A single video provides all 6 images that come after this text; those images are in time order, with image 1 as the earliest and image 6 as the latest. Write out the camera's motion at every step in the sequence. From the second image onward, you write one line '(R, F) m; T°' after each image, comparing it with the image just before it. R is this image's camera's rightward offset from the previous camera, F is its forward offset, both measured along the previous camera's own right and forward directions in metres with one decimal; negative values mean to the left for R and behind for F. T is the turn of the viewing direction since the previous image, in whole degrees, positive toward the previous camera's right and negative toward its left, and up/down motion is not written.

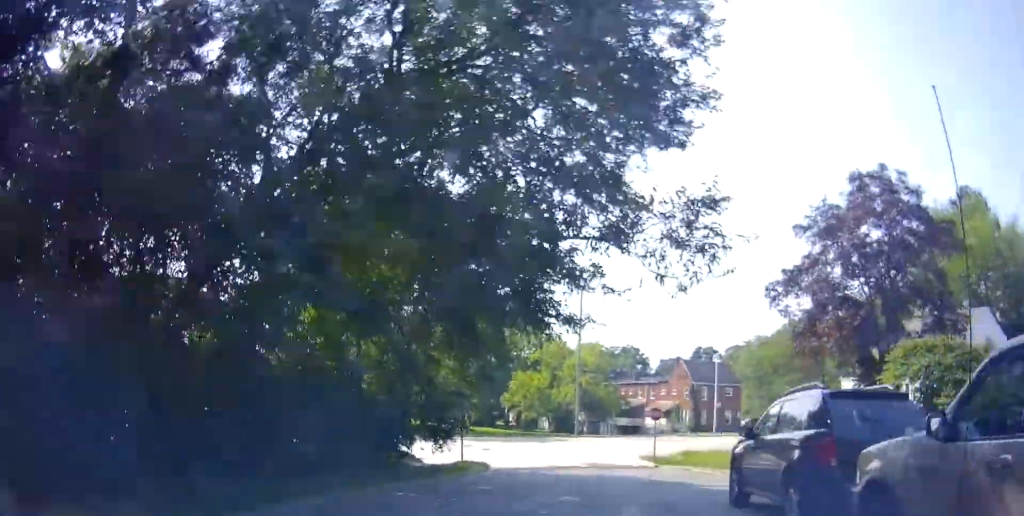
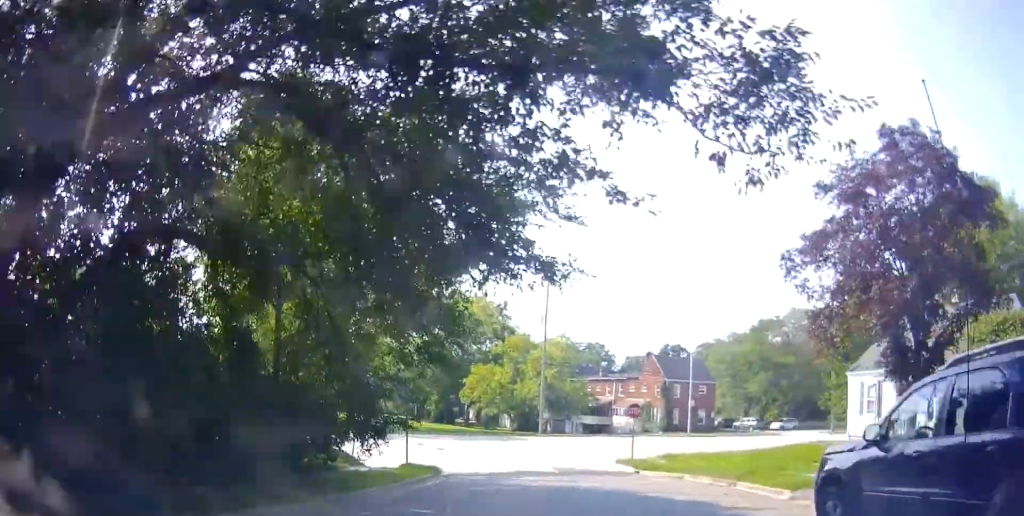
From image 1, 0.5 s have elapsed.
(+0.1, +4.6) m; +2°
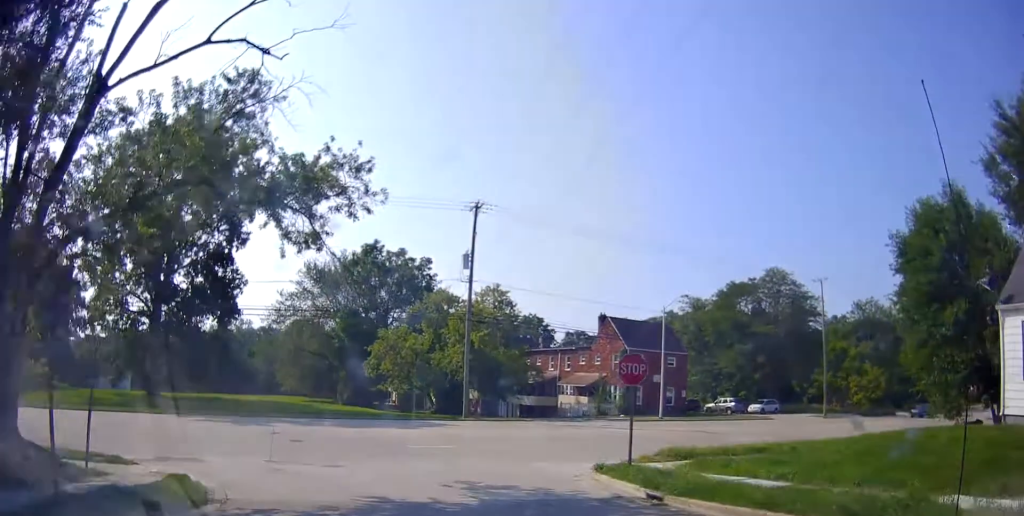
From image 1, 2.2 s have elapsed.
(+1.5, +15.3) m; +8°
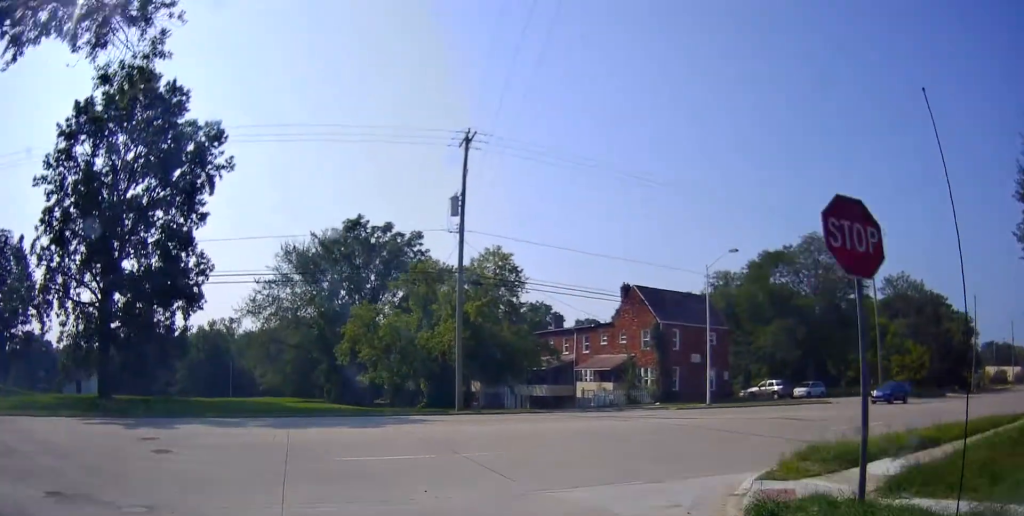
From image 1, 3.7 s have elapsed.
(-0.5, +10.8) m; +1°
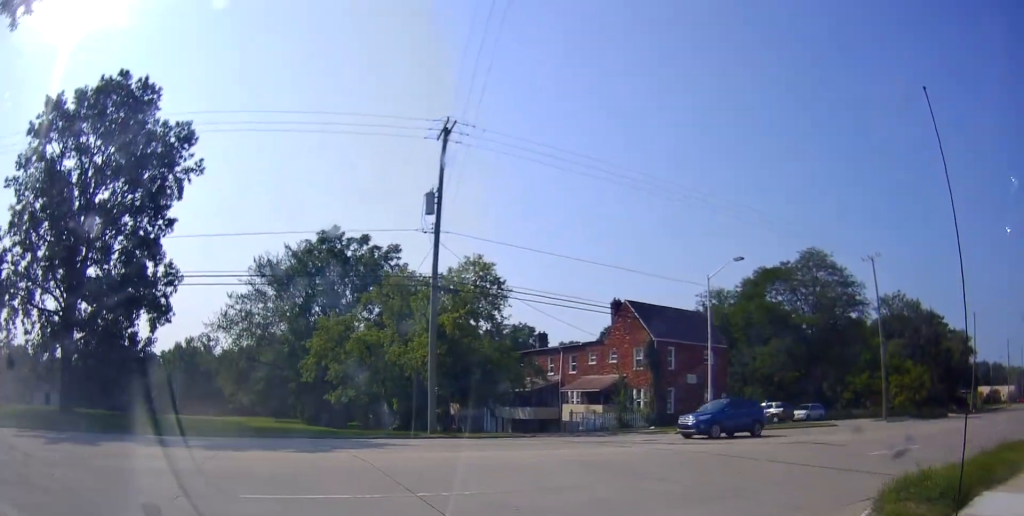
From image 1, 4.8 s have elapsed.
(+0.5, +5.5) m; +5°
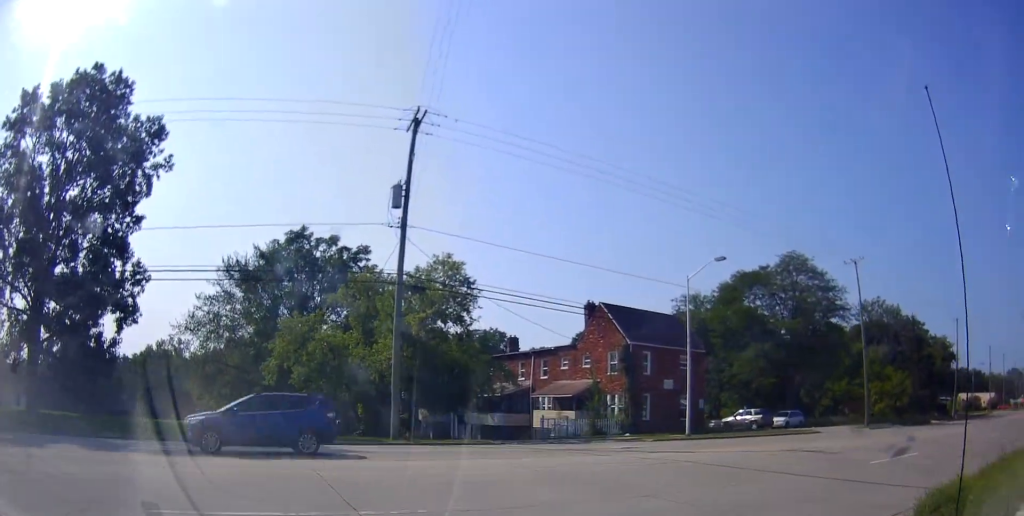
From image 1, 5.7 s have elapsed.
(0.0, +3.1) m; +1°
